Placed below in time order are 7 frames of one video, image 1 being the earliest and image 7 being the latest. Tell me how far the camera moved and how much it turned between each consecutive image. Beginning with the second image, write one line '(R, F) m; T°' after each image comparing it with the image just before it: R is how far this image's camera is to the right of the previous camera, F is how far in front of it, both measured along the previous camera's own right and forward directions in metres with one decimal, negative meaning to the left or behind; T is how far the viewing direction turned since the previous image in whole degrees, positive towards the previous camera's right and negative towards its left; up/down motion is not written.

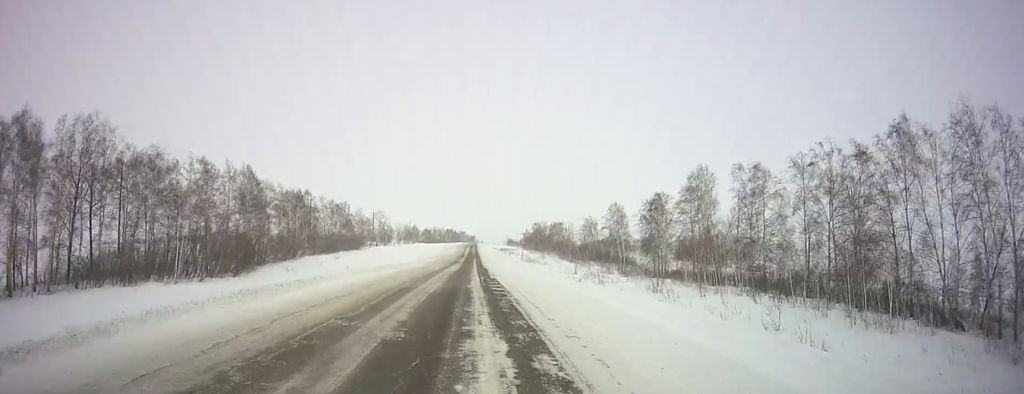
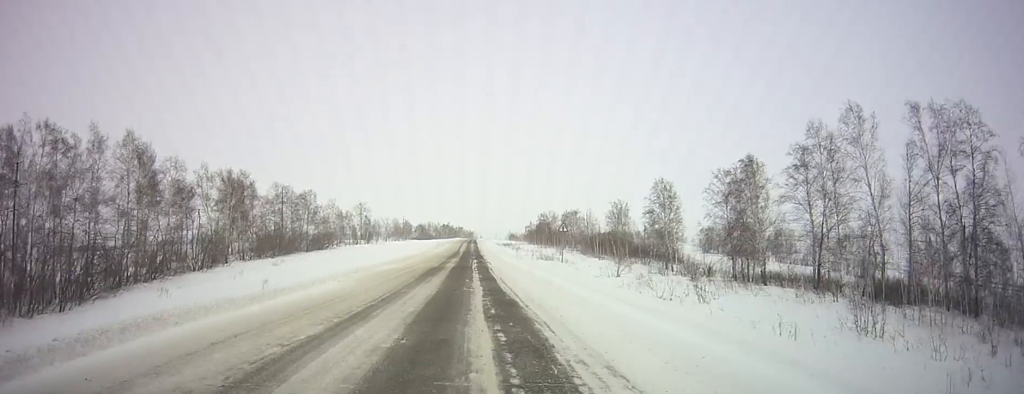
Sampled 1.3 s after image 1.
(0.0, +37.6) m; 0°
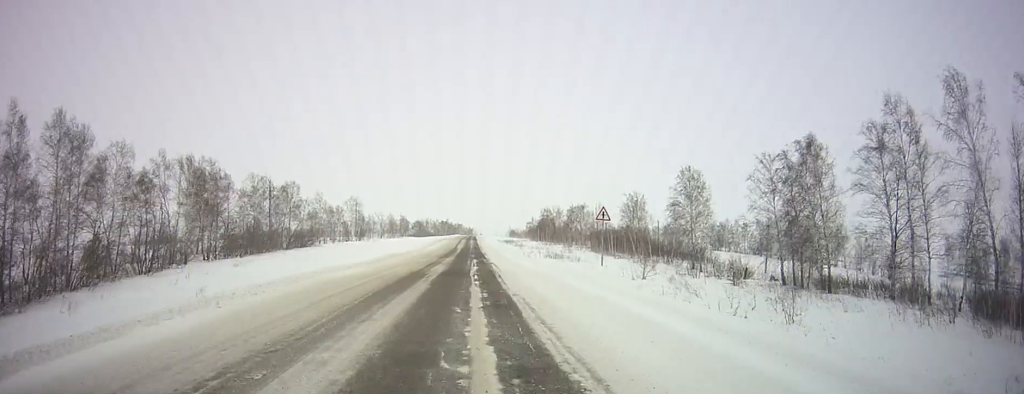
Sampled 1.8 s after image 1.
(0.0, +14.1) m; 0°
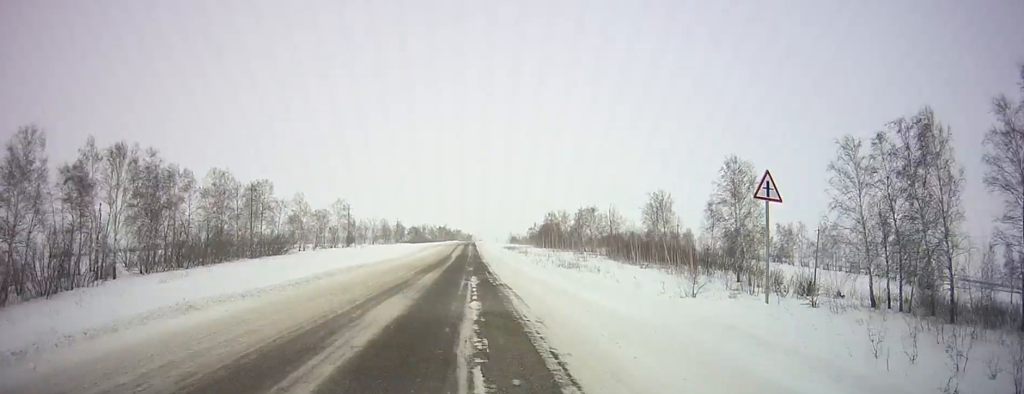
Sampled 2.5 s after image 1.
(+0.1, +17.9) m; 0°
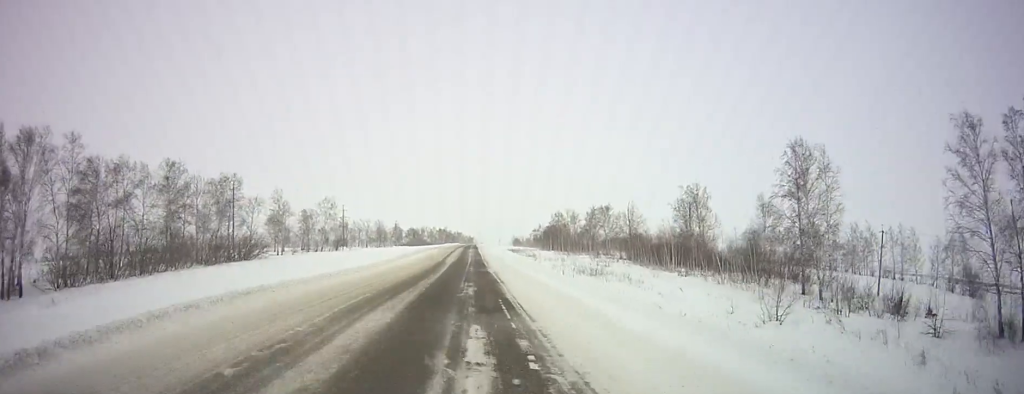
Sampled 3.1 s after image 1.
(0.0, +17.0) m; 0°
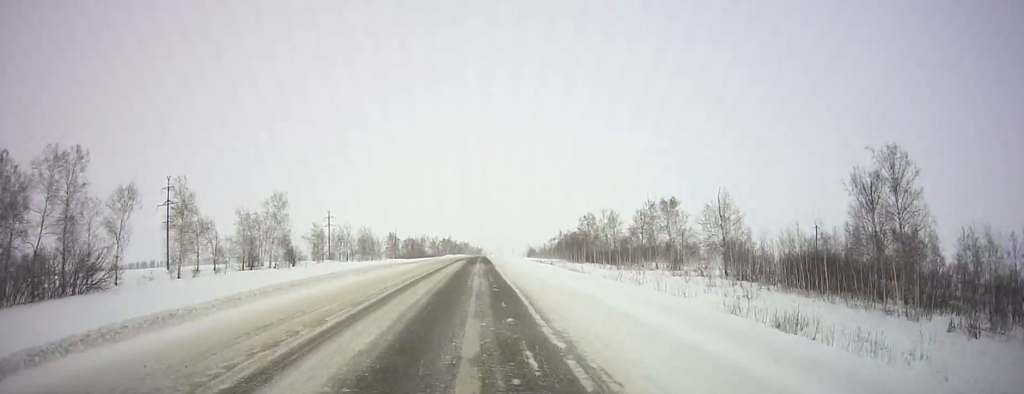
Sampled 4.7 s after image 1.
(+0.2, +46.9) m; 0°
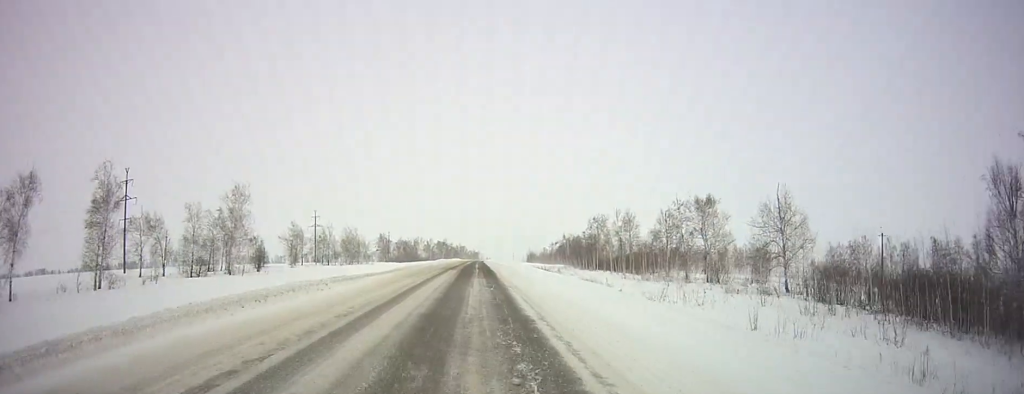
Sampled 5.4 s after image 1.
(-0.3, +18.6) m; -1°
